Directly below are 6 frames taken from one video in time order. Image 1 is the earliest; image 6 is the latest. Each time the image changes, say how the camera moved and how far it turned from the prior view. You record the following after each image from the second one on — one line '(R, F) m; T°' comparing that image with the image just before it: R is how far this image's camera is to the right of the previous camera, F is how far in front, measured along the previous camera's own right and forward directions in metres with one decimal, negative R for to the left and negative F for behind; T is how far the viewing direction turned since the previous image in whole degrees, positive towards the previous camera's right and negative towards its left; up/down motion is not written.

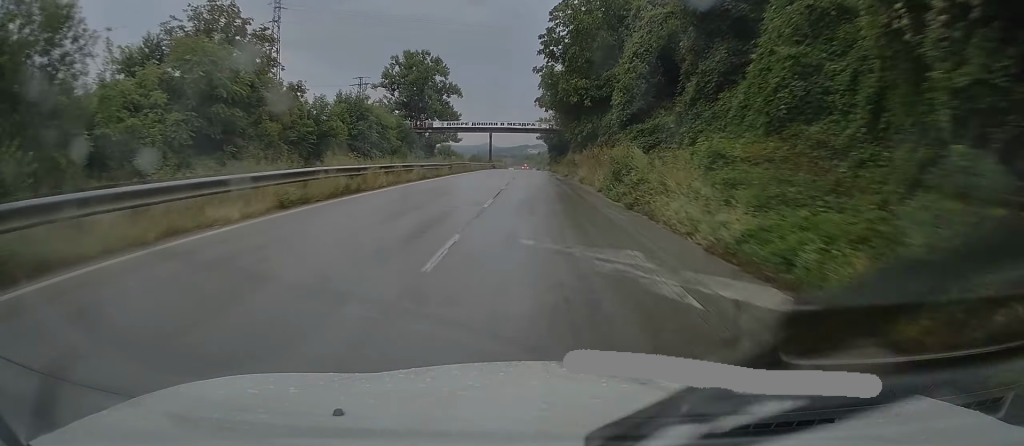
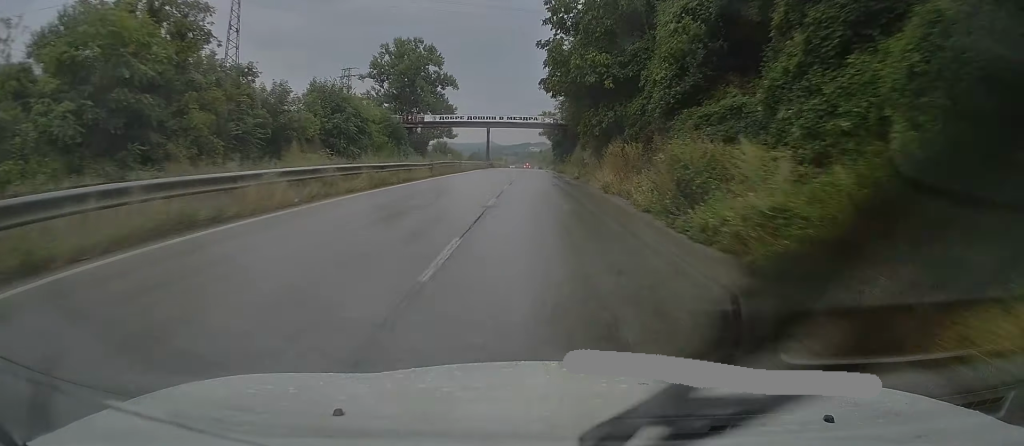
(0.0, +9.2) m; 0°
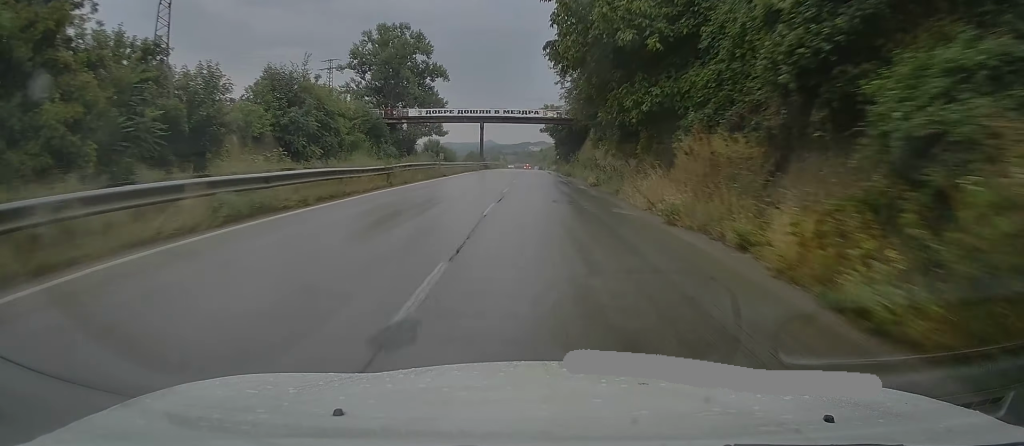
(0.0, +10.5) m; -1°
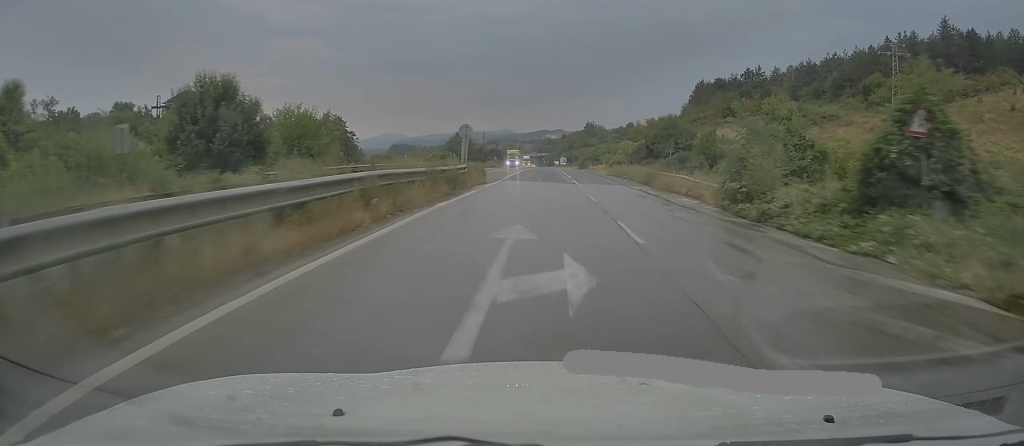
(-1.6, +93.3) m; -2°
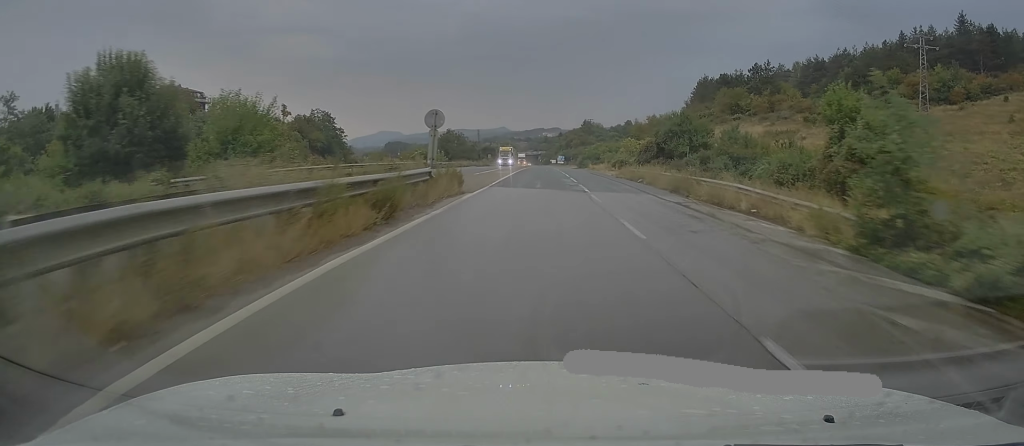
(+0.1, +8.2) m; 0°
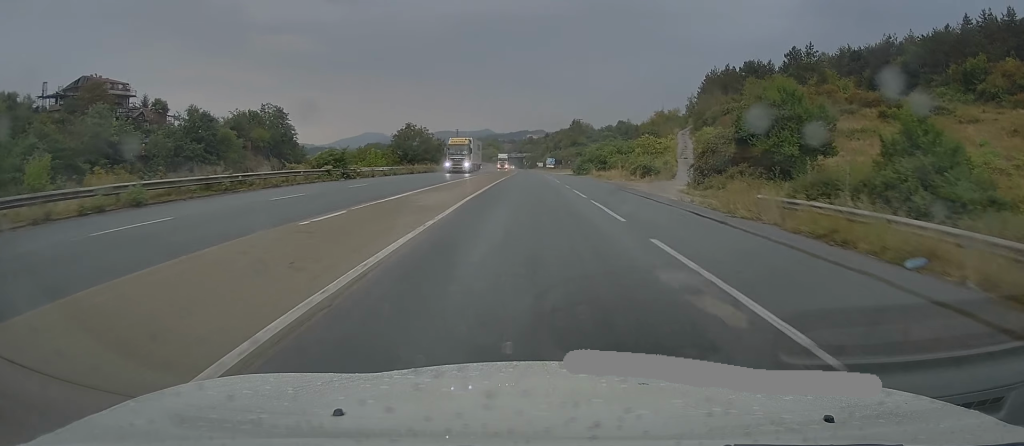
(+0.1, +29.6) m; -1°
